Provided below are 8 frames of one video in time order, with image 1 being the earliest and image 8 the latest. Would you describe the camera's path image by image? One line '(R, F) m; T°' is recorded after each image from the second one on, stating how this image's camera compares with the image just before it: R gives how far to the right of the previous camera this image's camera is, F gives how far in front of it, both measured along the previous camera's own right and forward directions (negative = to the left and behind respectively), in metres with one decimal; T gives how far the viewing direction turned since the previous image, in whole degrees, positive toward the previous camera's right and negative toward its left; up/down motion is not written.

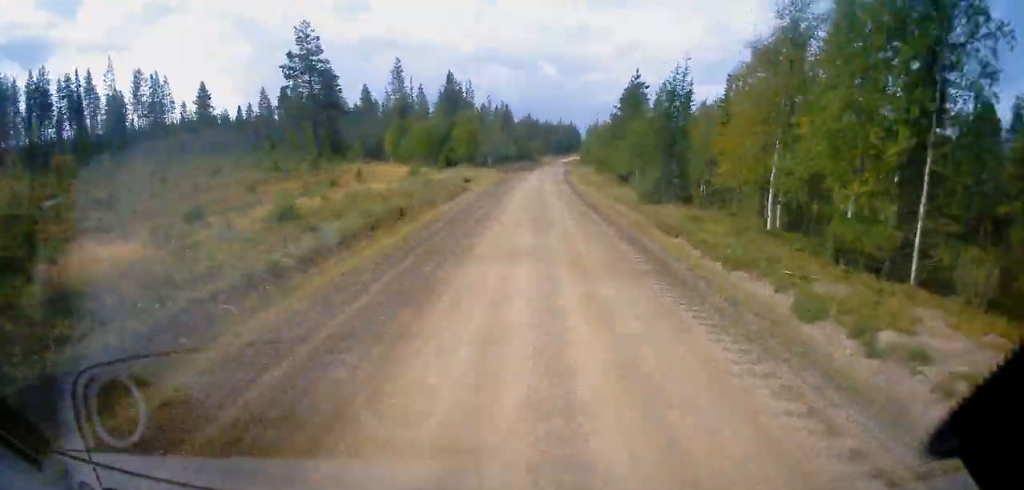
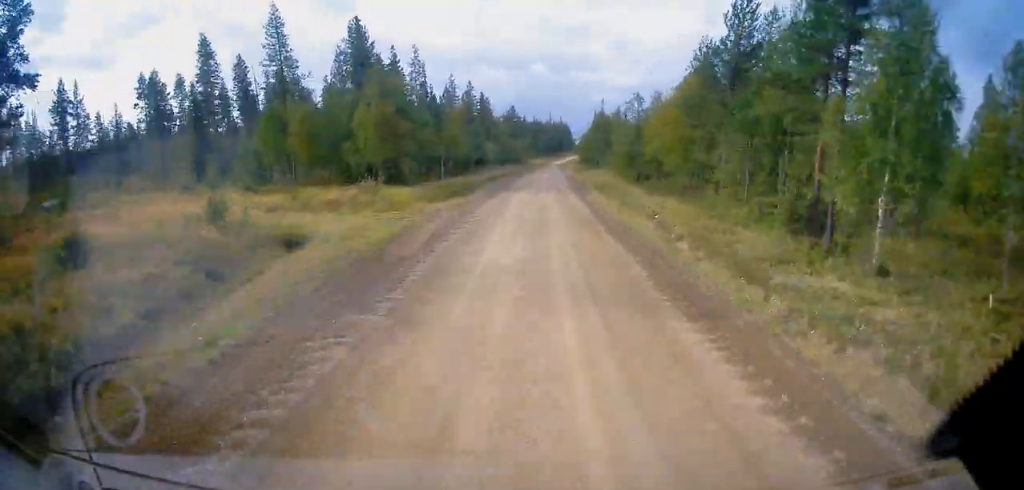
(+5.2, +39.9) m; +8°
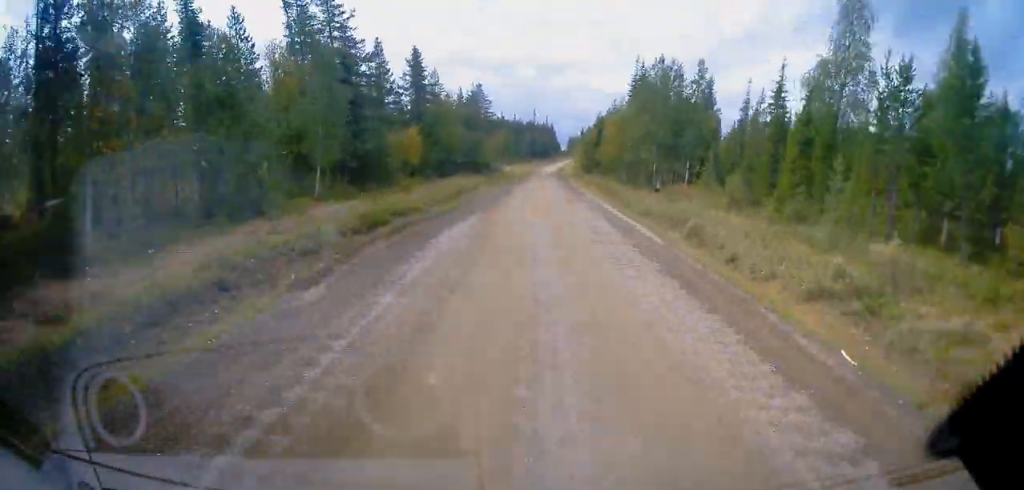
(+6.2, +64.9) m; +2°
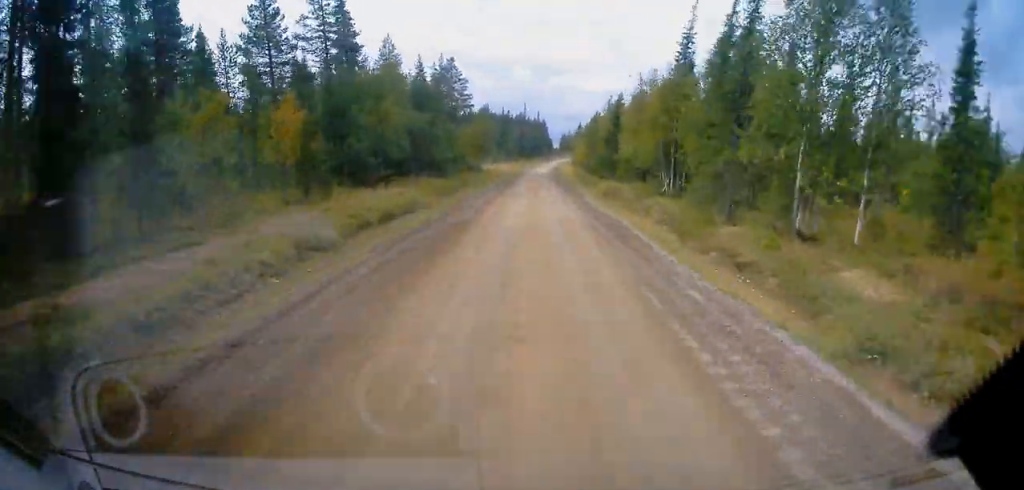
(-1.5, +29.5) m; -3°
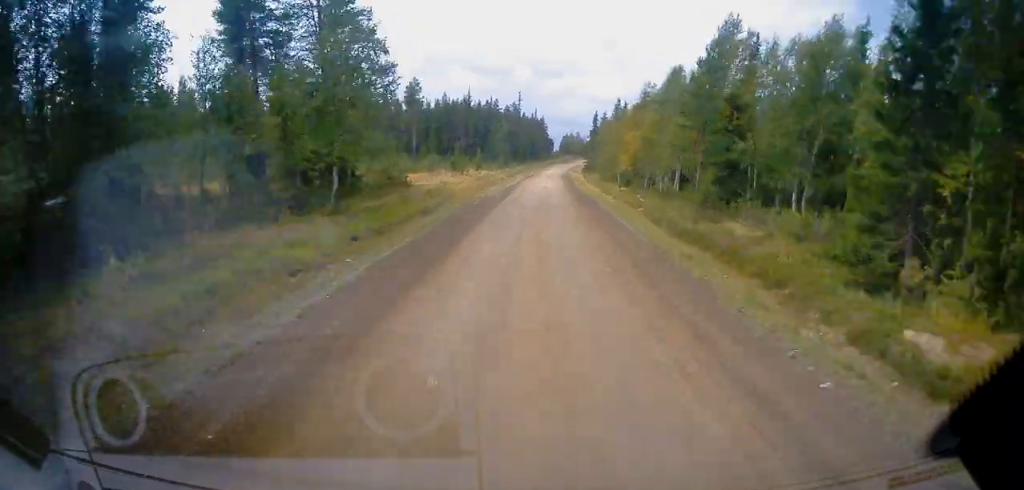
(+0.2, +55.6) m; +2°
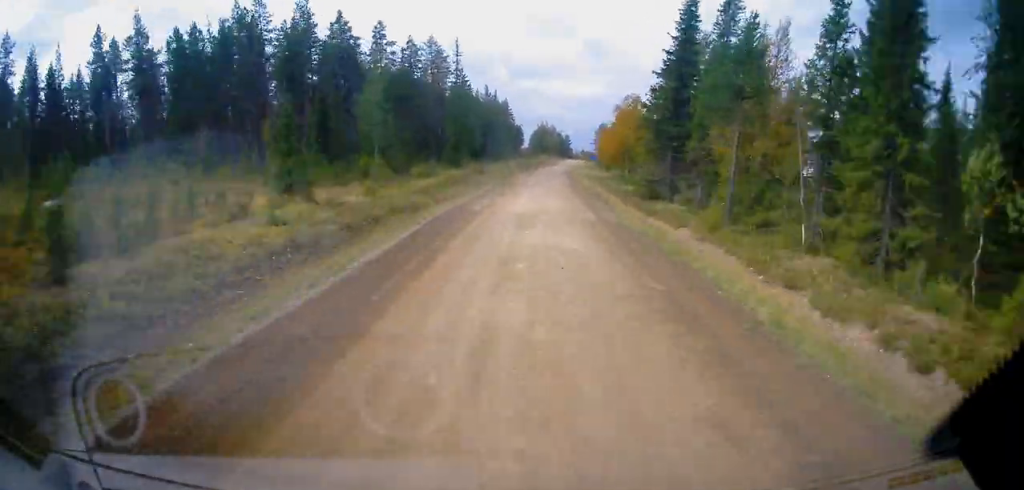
(+3.3, +93.5) m; +5°
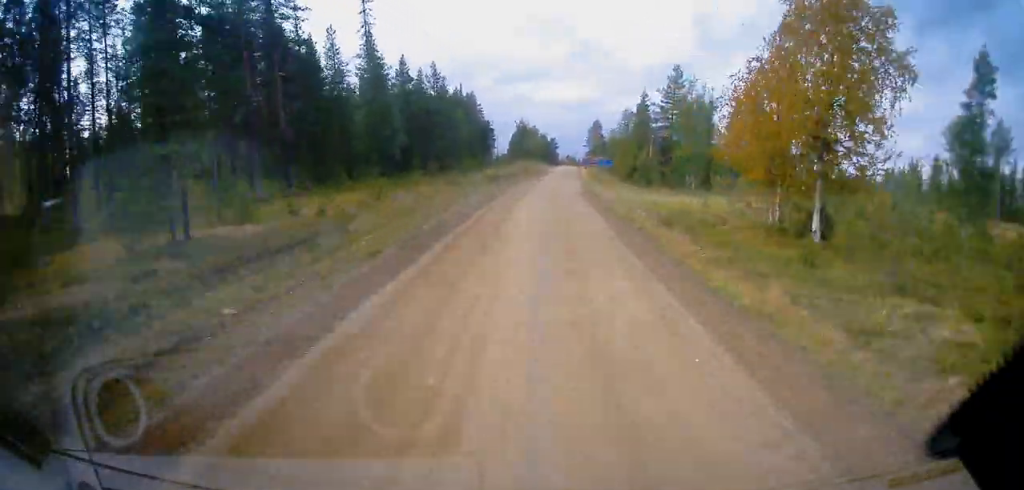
(+1.9, +48.9) m; 0°
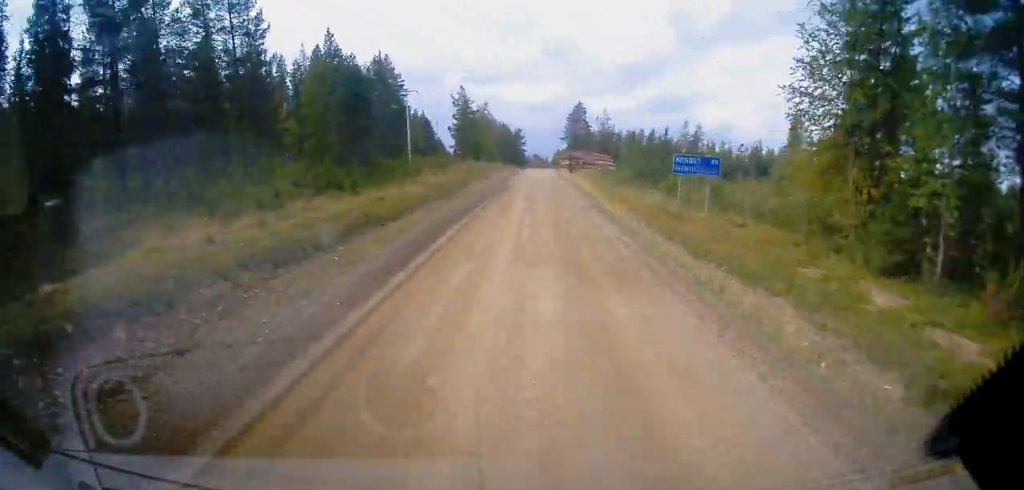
(-2.6, +54.6) m; -2°
